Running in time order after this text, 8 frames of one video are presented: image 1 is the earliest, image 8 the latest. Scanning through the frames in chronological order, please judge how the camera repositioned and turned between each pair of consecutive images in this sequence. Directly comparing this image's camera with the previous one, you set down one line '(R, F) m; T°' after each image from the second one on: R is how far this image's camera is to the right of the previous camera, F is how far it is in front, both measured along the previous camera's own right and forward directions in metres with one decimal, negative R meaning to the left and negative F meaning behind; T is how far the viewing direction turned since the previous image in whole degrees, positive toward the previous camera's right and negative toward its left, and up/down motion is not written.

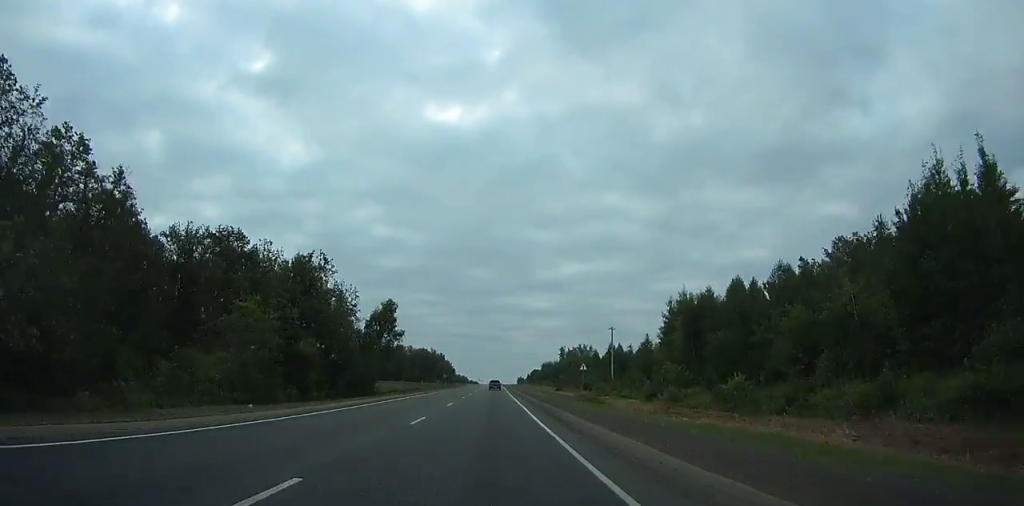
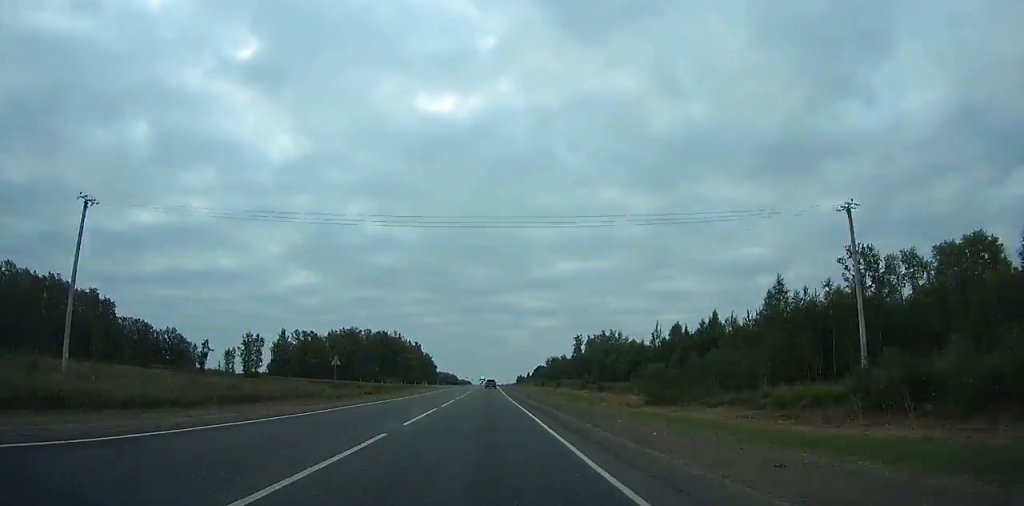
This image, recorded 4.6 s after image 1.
(-0.2, +94.7) m; 0°
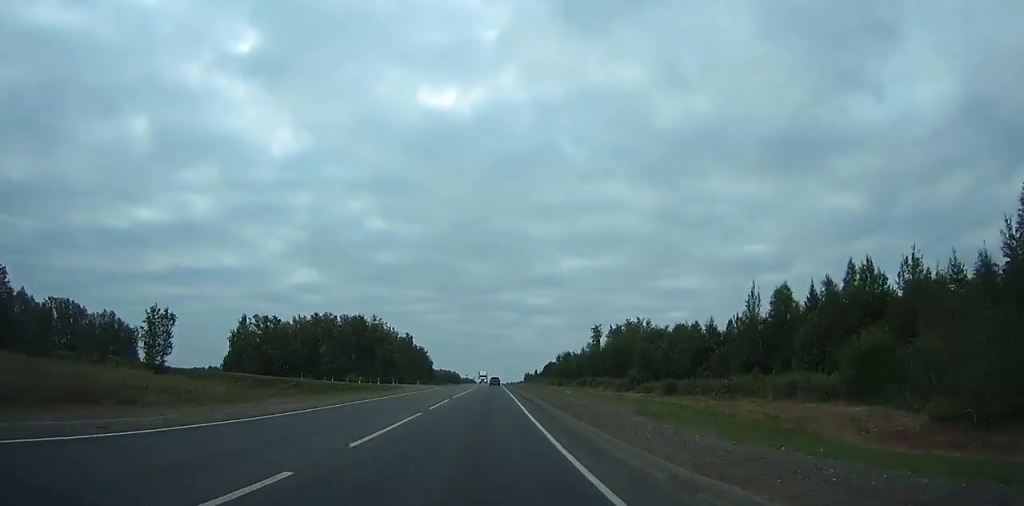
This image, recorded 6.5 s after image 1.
(+0.3, +39.6) m; 0°
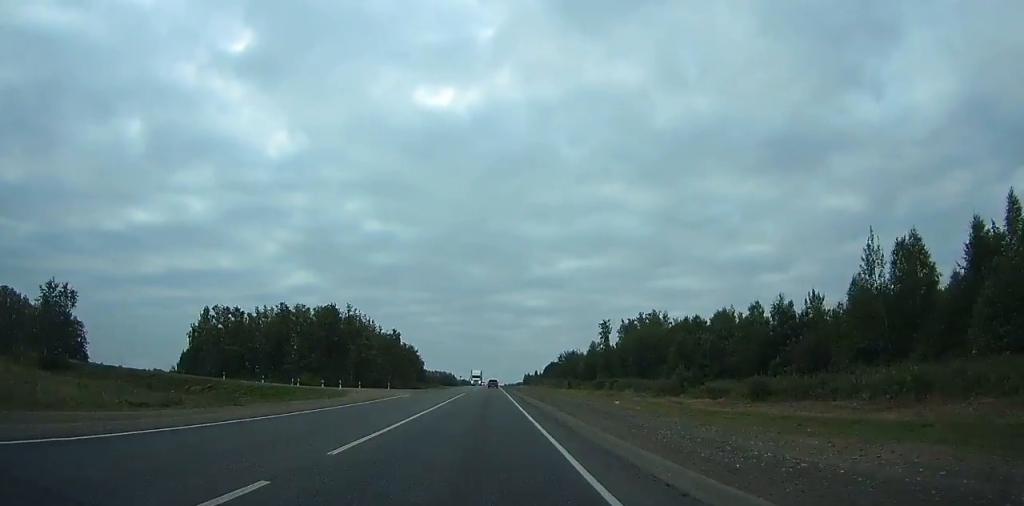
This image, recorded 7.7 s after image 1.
(+0.1, +25.0) m; 0°
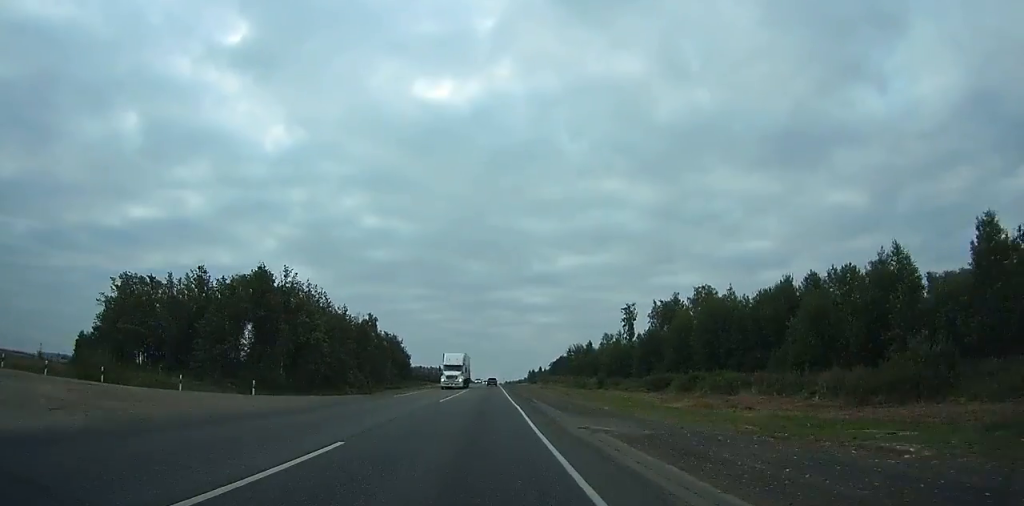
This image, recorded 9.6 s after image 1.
(-0.1, +39.9) m; 0°
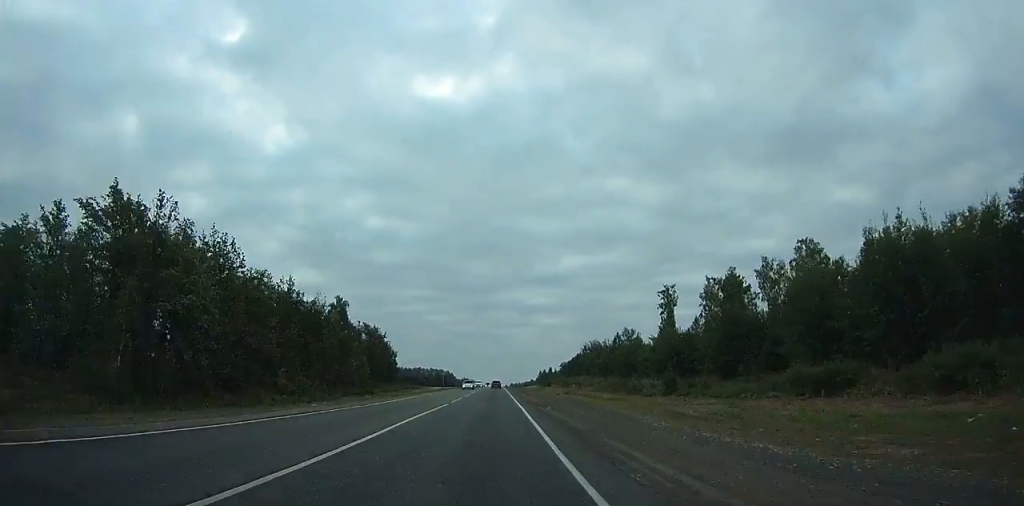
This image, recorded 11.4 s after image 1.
(-0.1, +37.8) m; 0°
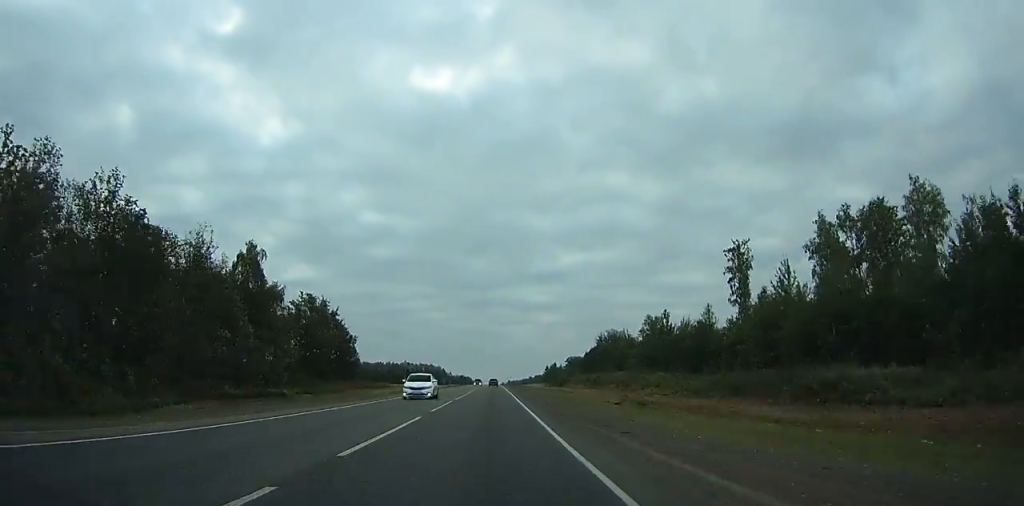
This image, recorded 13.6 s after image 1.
(-0.2, +46.4) m; 0°
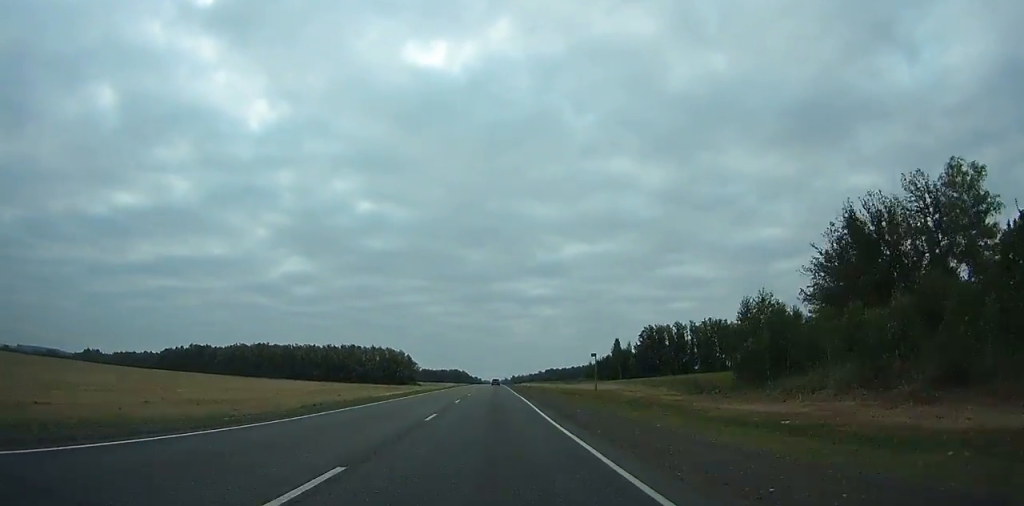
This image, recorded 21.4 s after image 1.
(0.0, +165.9) m; 0°
